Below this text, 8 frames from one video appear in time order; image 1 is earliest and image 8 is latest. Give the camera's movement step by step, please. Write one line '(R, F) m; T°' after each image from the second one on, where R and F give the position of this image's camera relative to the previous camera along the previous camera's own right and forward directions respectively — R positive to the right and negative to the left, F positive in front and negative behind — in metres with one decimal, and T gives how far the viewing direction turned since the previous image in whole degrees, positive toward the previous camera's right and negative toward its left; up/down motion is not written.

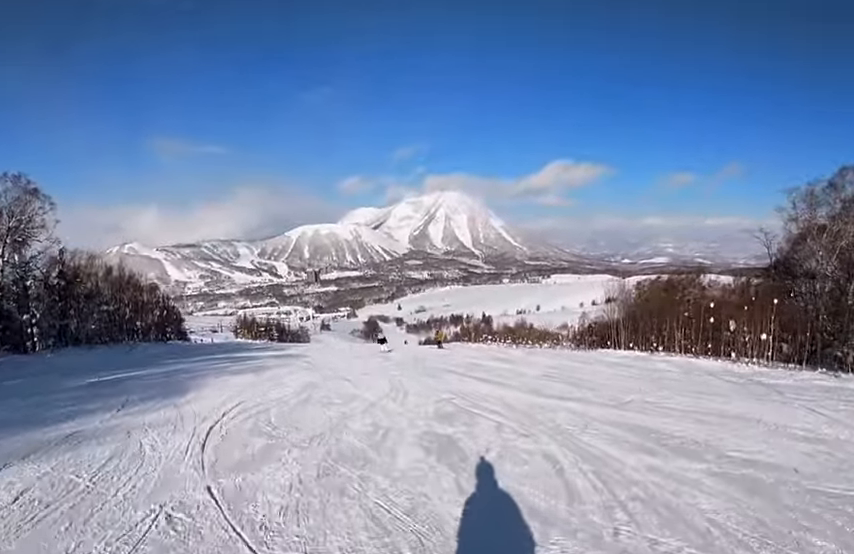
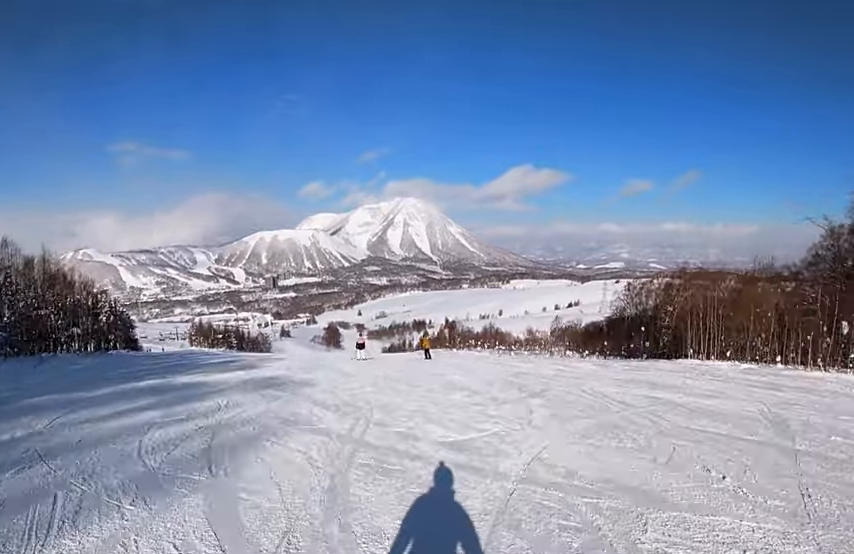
(+0.8, +13.0) m; +16°
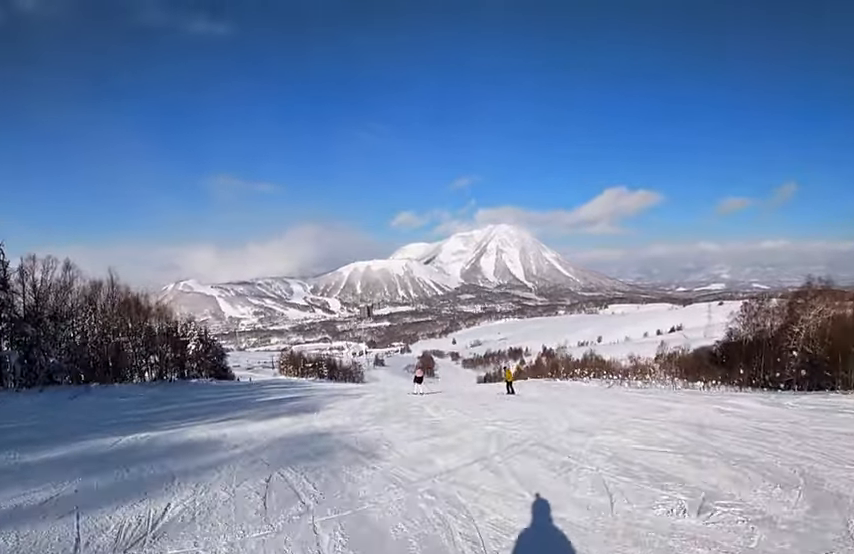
(+0.7, +6.4) m; -8°
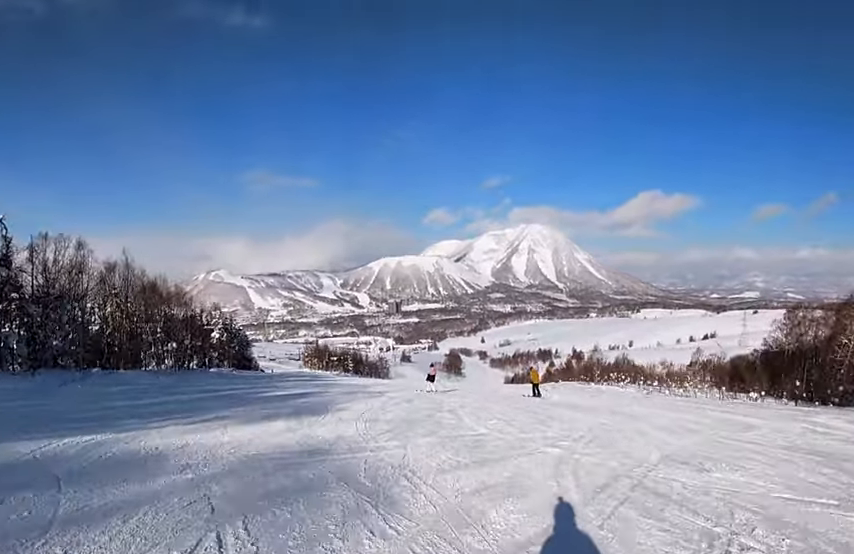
(-0.9, +3.3) m; -4°
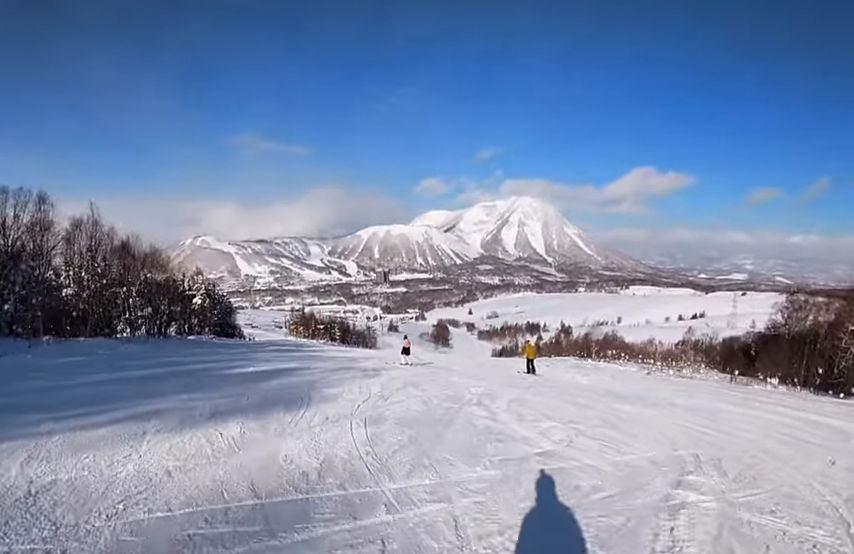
(-0.5, +4.2) m; -4°
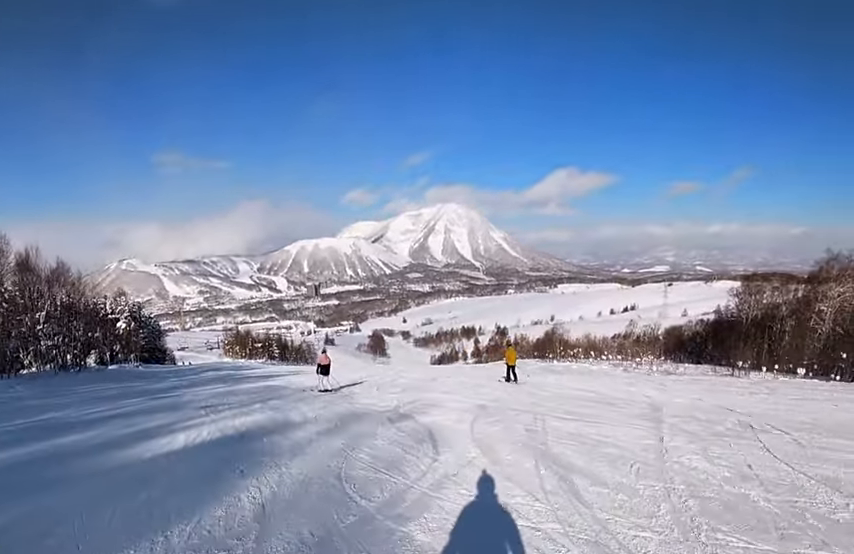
(+0.4, +8.7) m; +2°
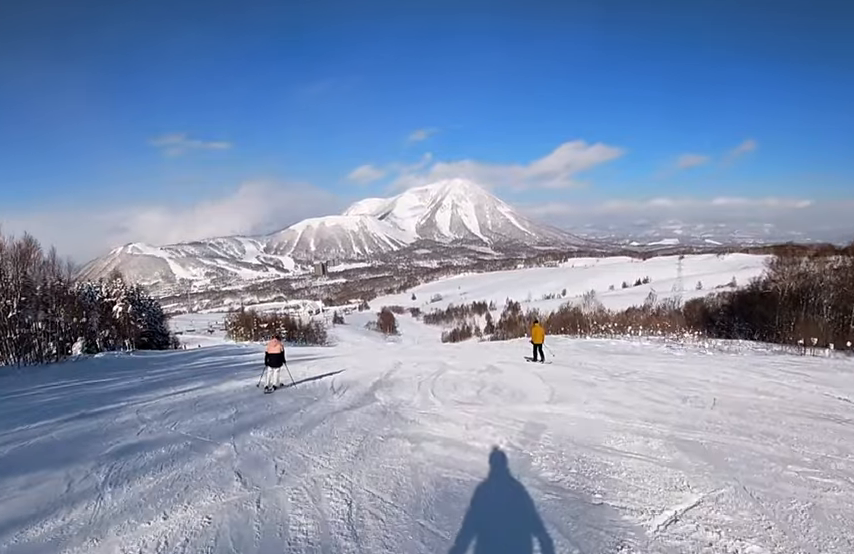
(-0.1, +7.0) m; +1°
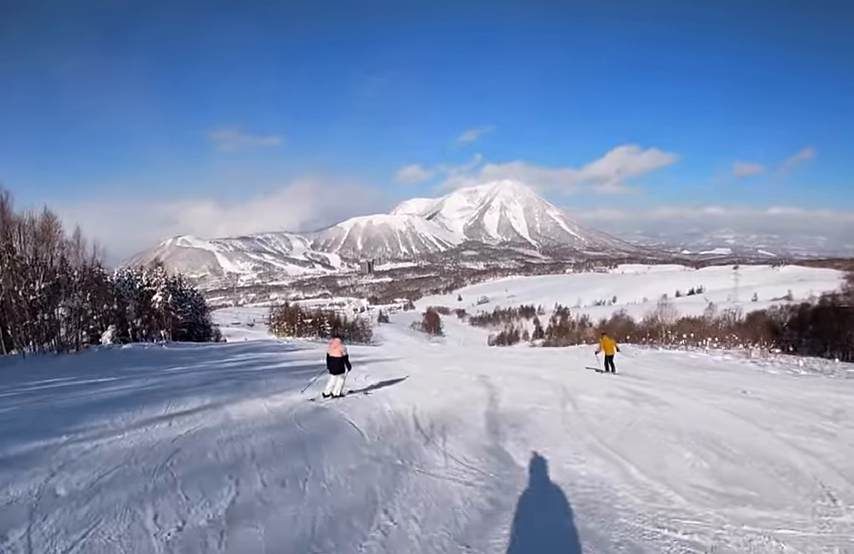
(+0.7, +5.7) m; -5°
